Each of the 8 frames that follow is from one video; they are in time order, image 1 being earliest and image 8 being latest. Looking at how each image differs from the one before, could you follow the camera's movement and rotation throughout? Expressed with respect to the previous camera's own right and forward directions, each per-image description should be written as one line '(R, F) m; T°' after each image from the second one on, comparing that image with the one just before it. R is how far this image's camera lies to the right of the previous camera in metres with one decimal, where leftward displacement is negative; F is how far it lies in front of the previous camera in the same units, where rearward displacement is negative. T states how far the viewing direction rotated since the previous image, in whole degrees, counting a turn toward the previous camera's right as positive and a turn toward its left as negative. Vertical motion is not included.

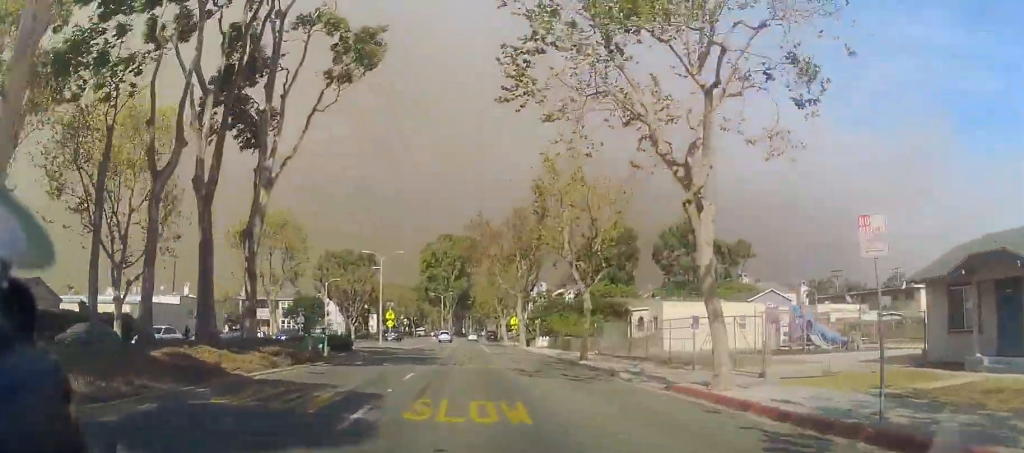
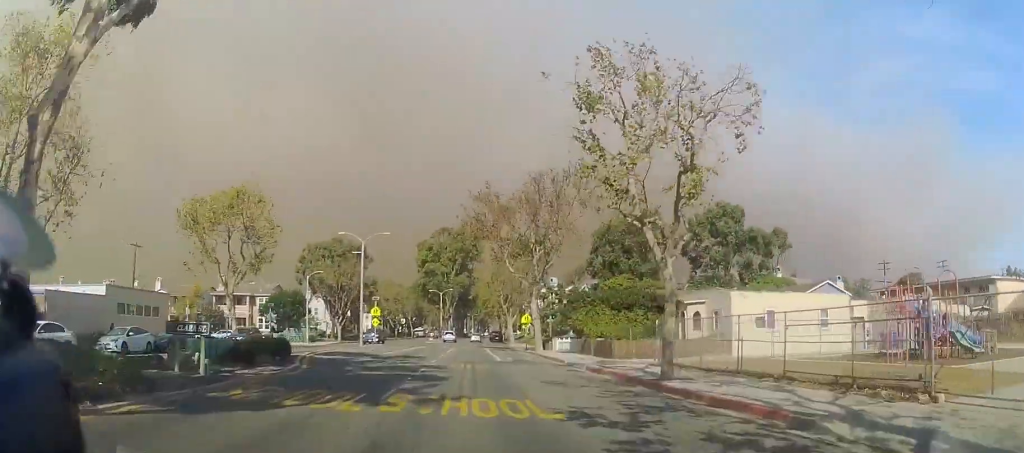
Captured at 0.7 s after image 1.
(0.0, +11.4) m; 0°
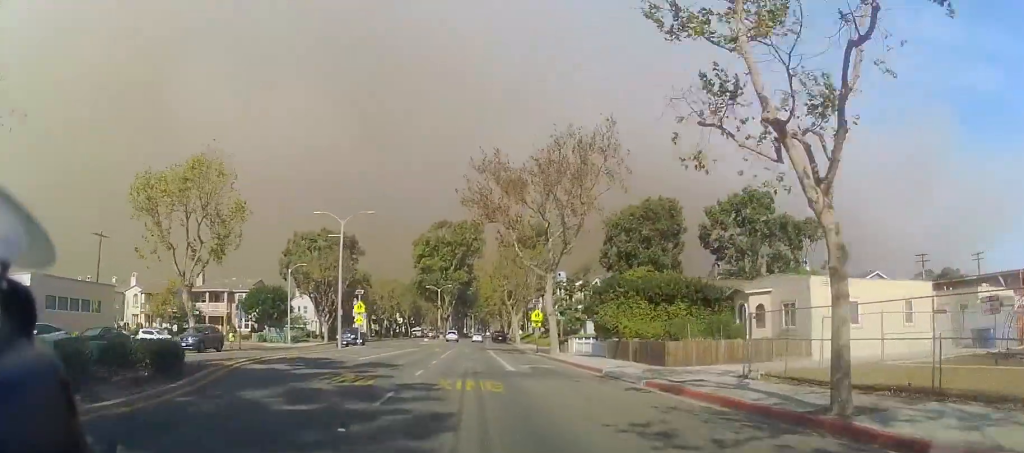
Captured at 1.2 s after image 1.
(0.0, +8.2) m; 0°
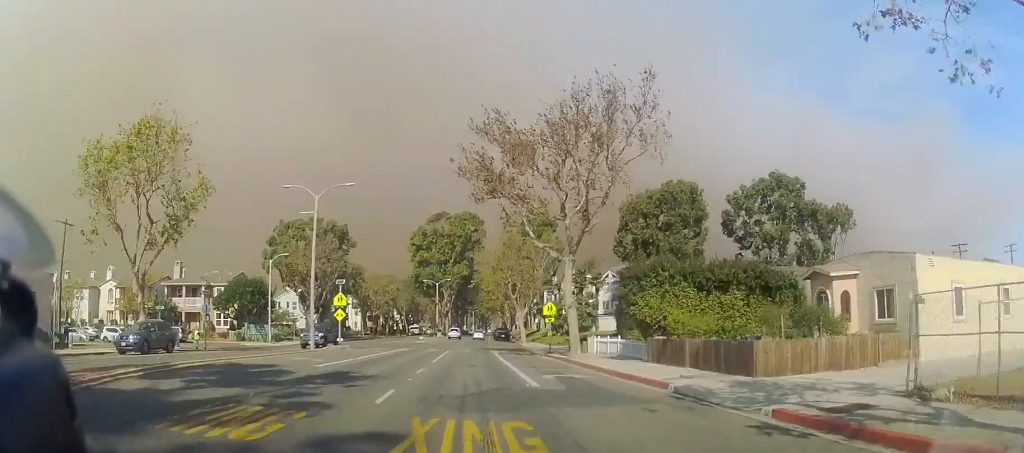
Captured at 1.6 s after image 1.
(0.0, +7.0) m; 0°
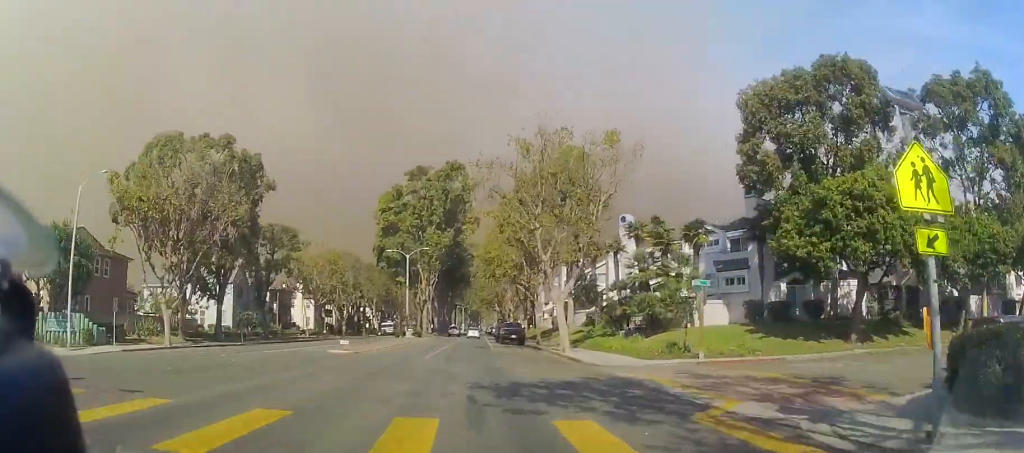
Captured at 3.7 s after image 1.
(0.0, +33.5) m; 0°
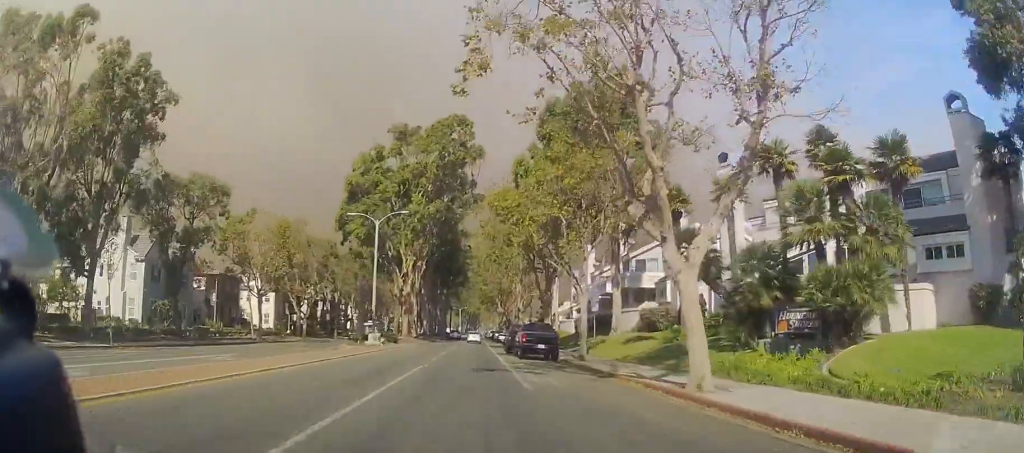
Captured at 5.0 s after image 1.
(0.0, +20.3) m; 0°
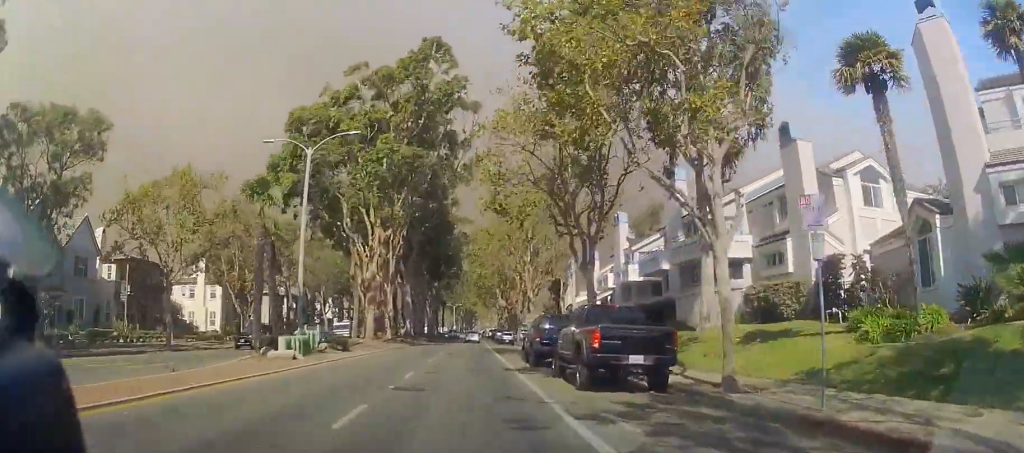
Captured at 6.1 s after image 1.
(+0.2, +17.1) m; +1°
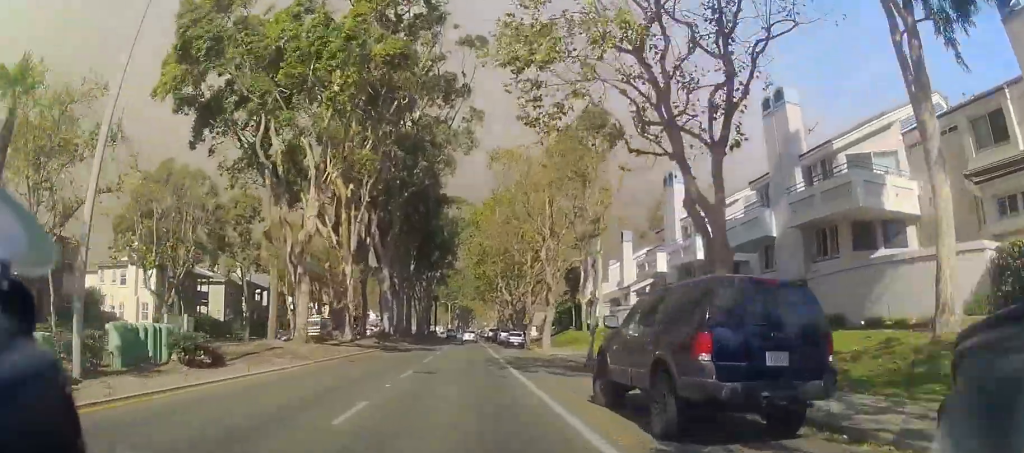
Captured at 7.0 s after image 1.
(+0.2, +14.6) m; 0°
